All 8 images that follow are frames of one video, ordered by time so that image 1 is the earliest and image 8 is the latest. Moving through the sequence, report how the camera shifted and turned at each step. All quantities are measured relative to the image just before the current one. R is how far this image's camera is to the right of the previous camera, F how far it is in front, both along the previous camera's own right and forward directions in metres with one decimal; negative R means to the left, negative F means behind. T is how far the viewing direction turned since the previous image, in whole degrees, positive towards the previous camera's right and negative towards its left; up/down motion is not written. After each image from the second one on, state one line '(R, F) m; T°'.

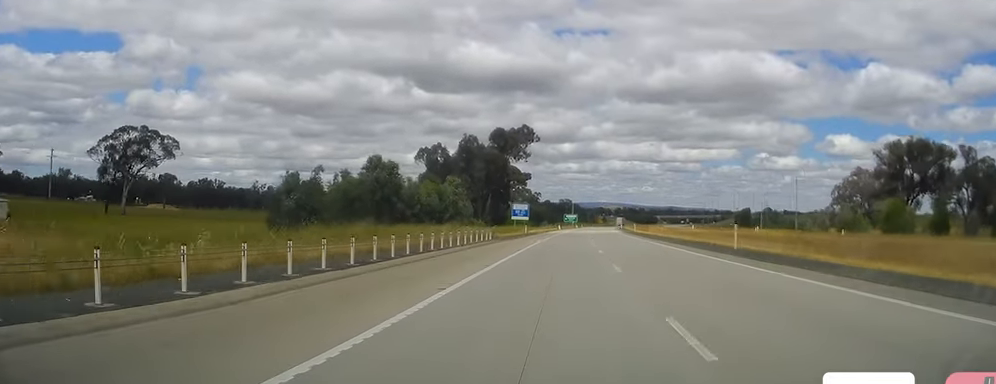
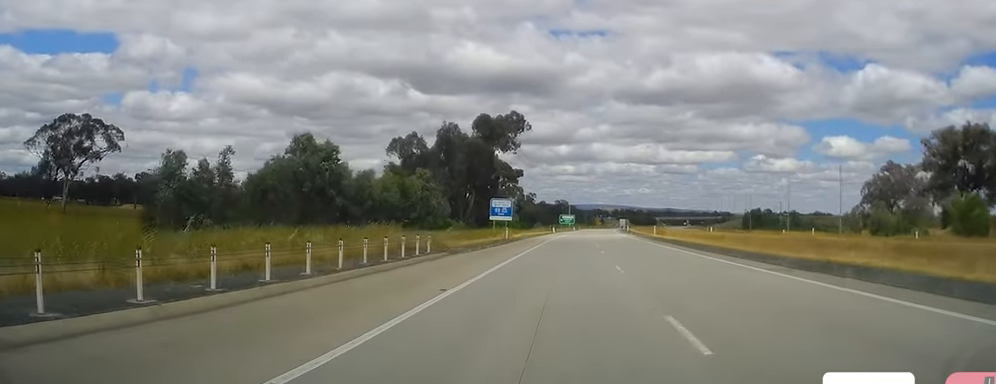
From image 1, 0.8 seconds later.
(0.0, +23.9) m; +1°
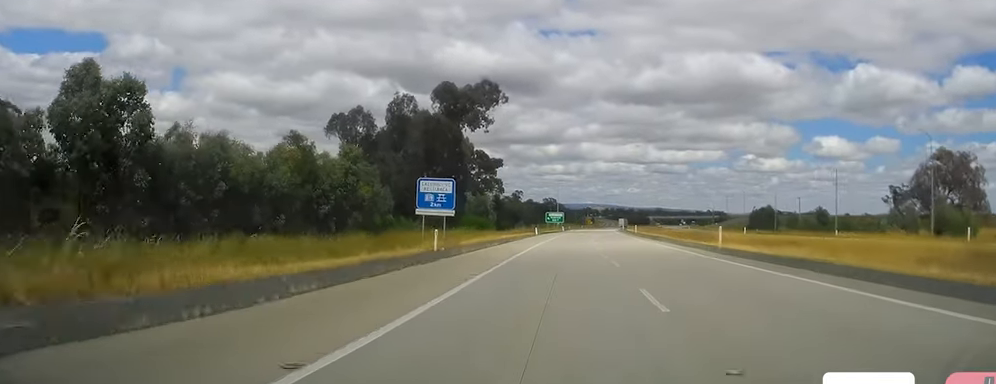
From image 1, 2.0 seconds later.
(+0.4, +32.5) m; +1°
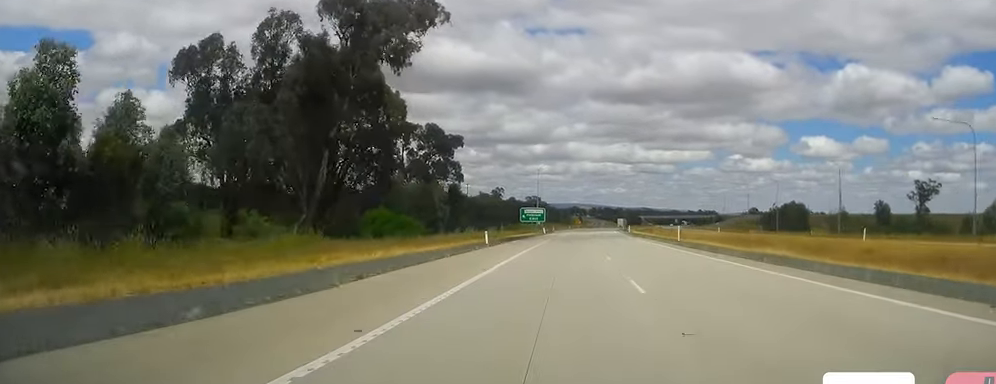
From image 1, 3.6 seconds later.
(+0.4, +46.0) m; +2°
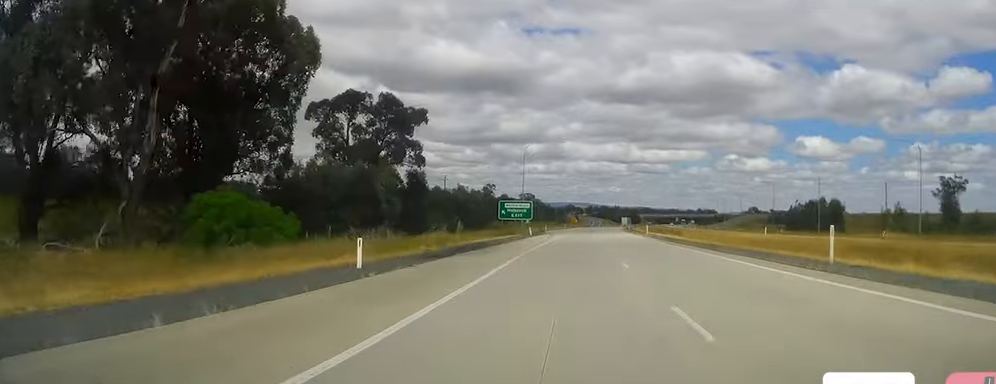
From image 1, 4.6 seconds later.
(+0.2, +29.8) m; 0°
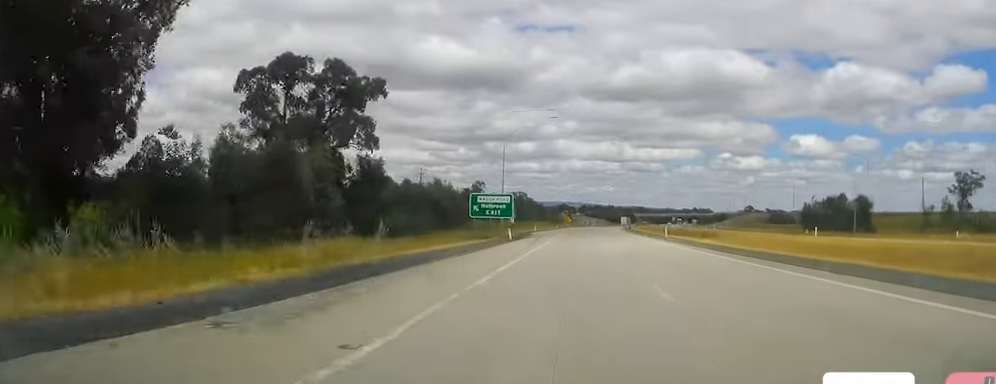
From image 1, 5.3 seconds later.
(-0.4, +20.2) m; 0°
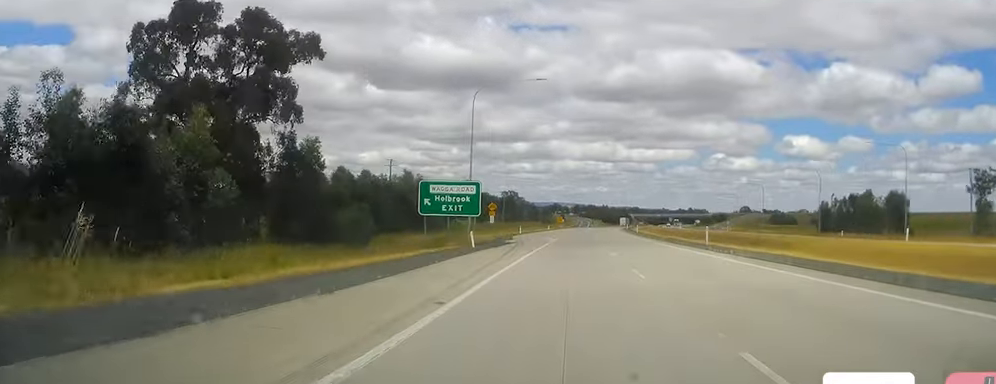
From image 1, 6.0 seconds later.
(+0.2, +20.1) m; +1°
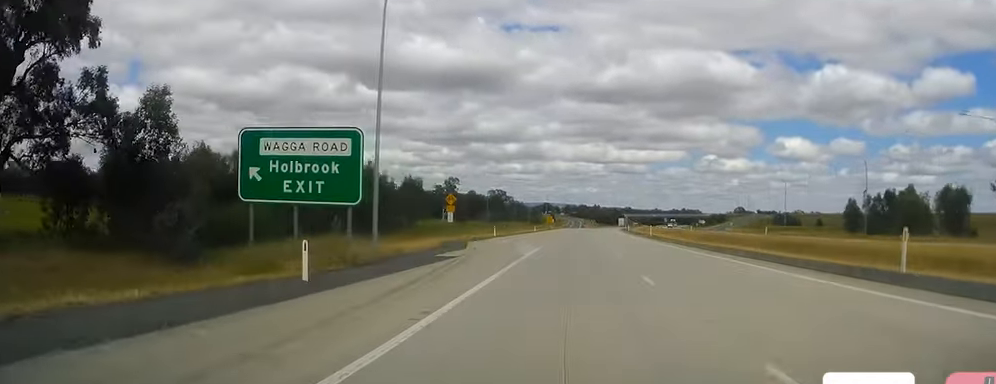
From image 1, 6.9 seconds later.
(+0.4, +24.9) m; +1°
